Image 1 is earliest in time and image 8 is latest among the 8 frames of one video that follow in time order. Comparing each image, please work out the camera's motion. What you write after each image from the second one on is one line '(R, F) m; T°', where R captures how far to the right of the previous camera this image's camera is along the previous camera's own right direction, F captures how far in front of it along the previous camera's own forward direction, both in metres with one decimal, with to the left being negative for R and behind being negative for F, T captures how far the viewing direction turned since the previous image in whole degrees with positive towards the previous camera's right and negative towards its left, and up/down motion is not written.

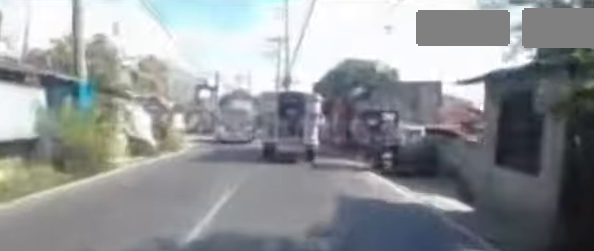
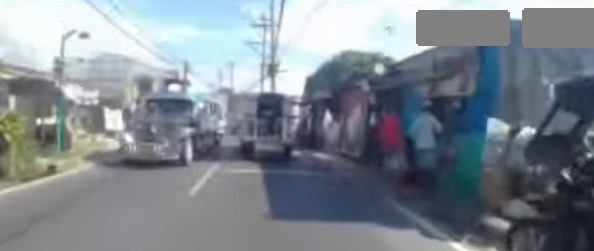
(+0.5, +6.8) m; +3°
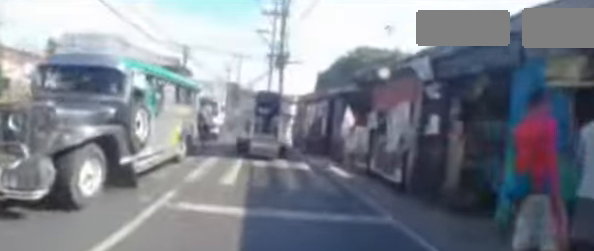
(-0.1, +2.8) m; -1°
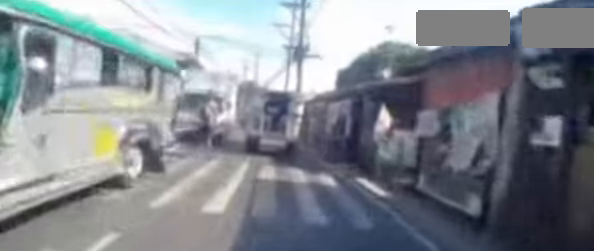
(0.0, +2.0) m; -2°
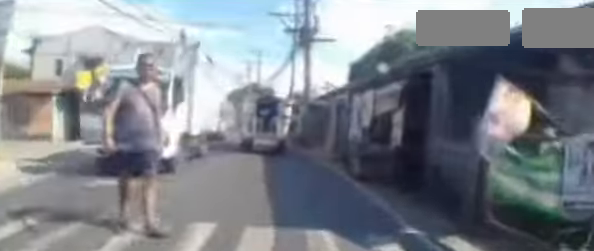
(-0.1, +4.0) m; -6°
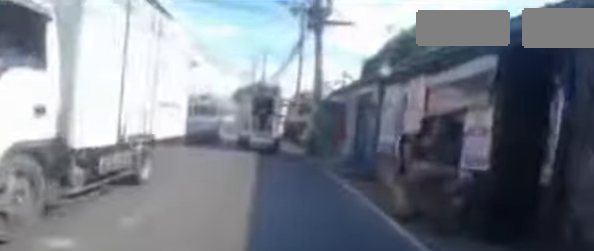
(-0.2, +2.6) m; -4°
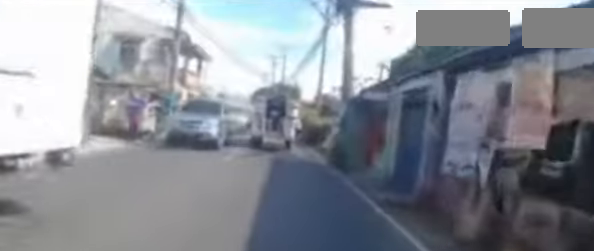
(0.0, +2.1) m; -1°
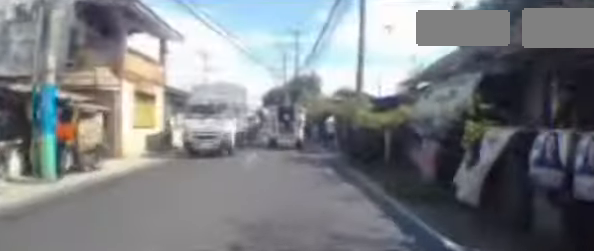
(-0.1, +8.2) m; -6°
